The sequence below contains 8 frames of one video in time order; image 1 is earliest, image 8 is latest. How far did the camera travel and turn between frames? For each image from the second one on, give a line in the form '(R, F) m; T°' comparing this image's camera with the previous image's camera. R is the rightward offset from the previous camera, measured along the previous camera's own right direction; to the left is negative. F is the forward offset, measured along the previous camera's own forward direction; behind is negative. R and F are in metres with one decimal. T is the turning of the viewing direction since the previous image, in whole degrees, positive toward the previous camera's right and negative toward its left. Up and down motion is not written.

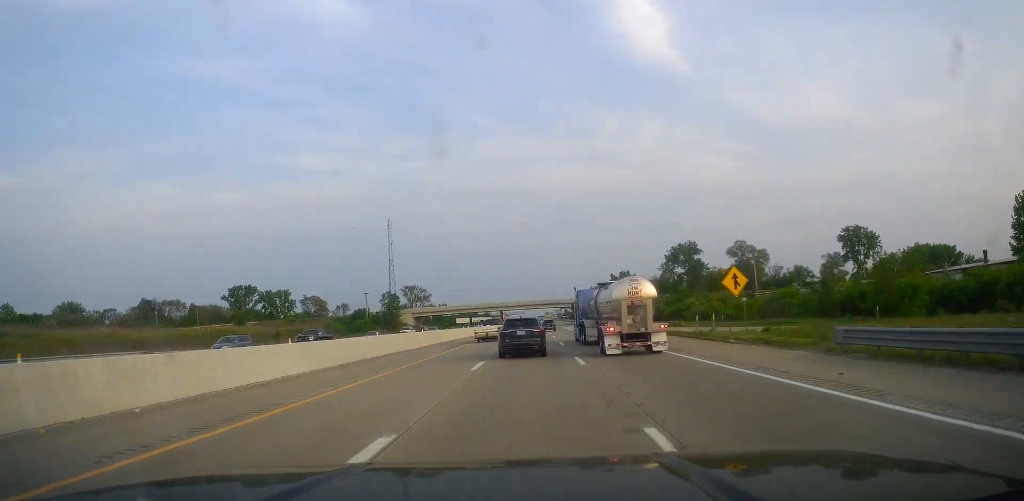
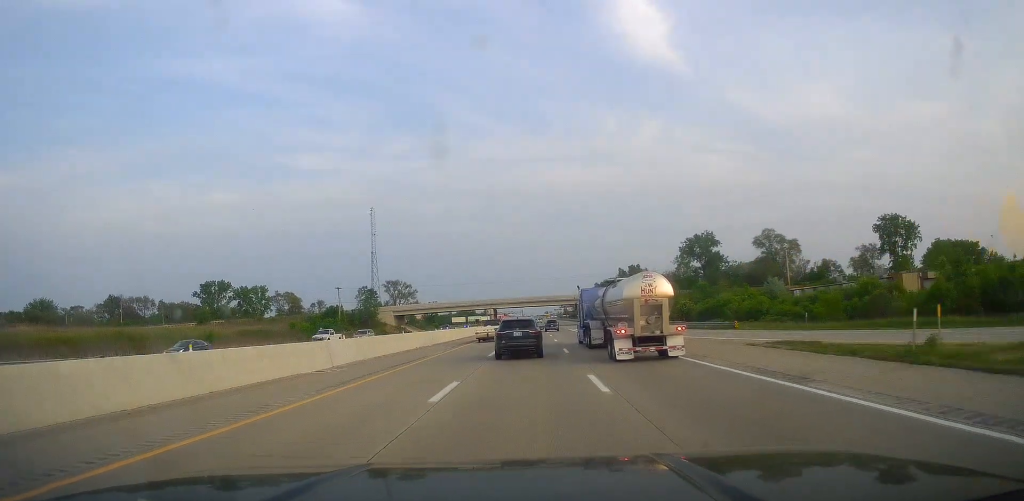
(0.0, +22.5) m; 0°
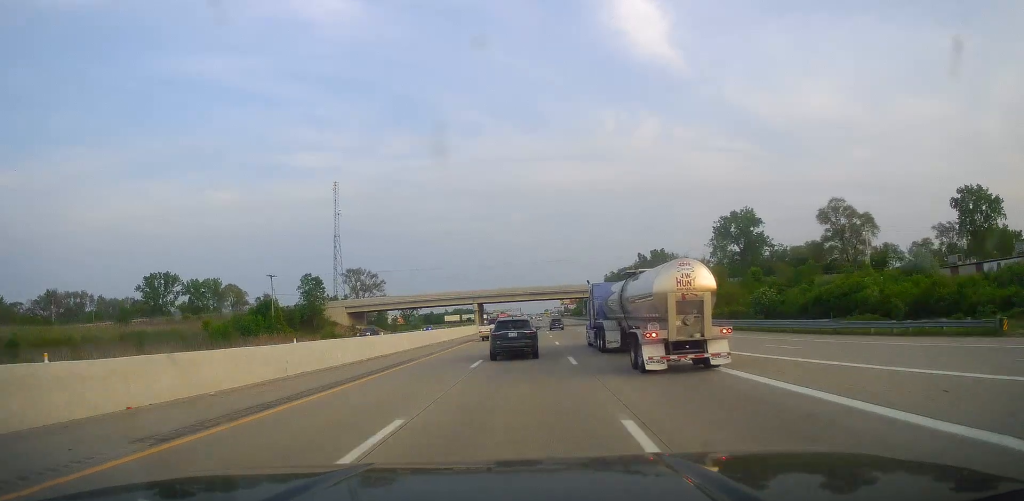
(0.0, +37.2) m; 0°
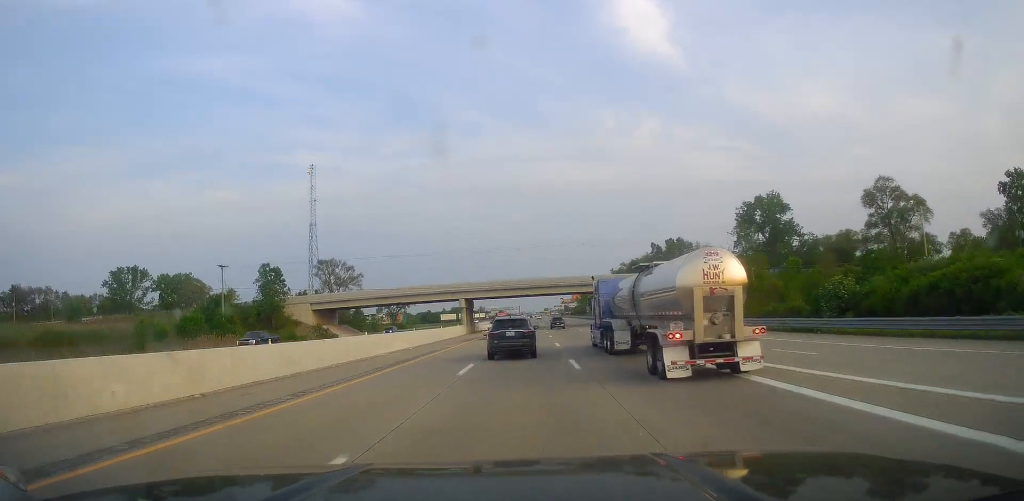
(0.0, +18.2) m; 0°
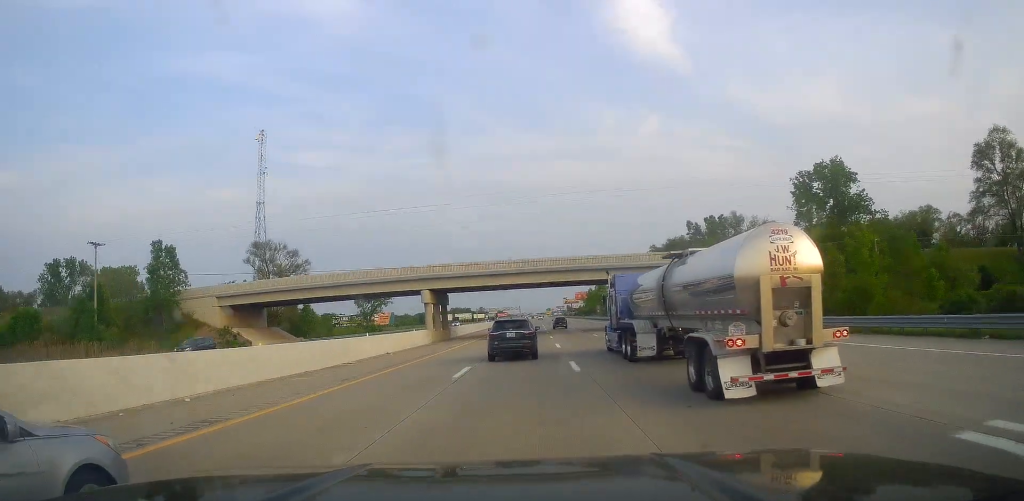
(0.0, +31.0) m; 0°
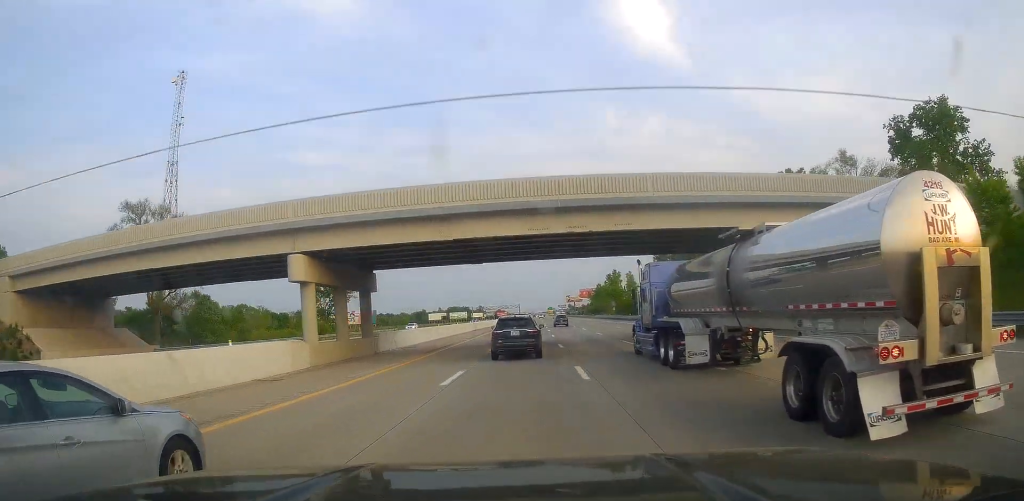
(0.0, +33.4) m; -1°
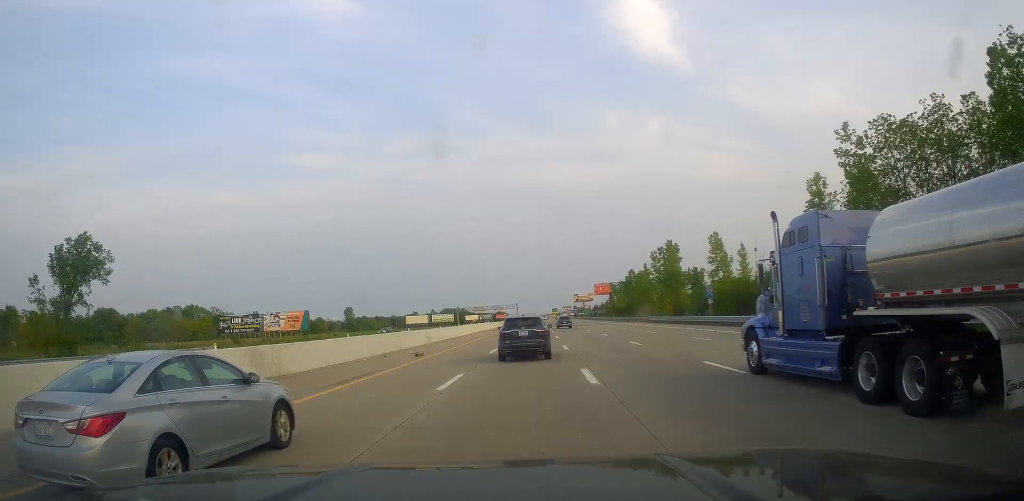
(-0.7, +78.1) m; 0°
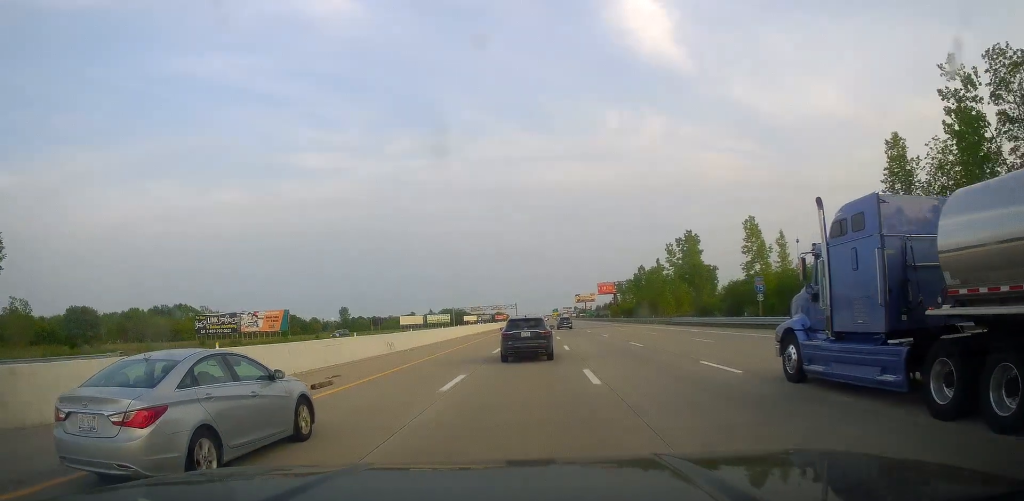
(+0.1, +15.0) m; 0°
